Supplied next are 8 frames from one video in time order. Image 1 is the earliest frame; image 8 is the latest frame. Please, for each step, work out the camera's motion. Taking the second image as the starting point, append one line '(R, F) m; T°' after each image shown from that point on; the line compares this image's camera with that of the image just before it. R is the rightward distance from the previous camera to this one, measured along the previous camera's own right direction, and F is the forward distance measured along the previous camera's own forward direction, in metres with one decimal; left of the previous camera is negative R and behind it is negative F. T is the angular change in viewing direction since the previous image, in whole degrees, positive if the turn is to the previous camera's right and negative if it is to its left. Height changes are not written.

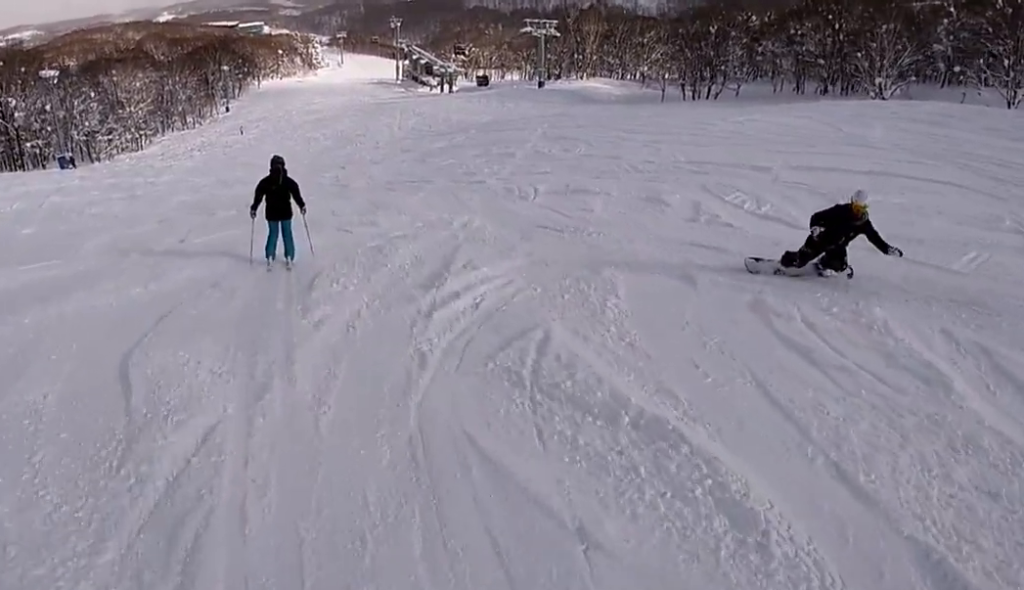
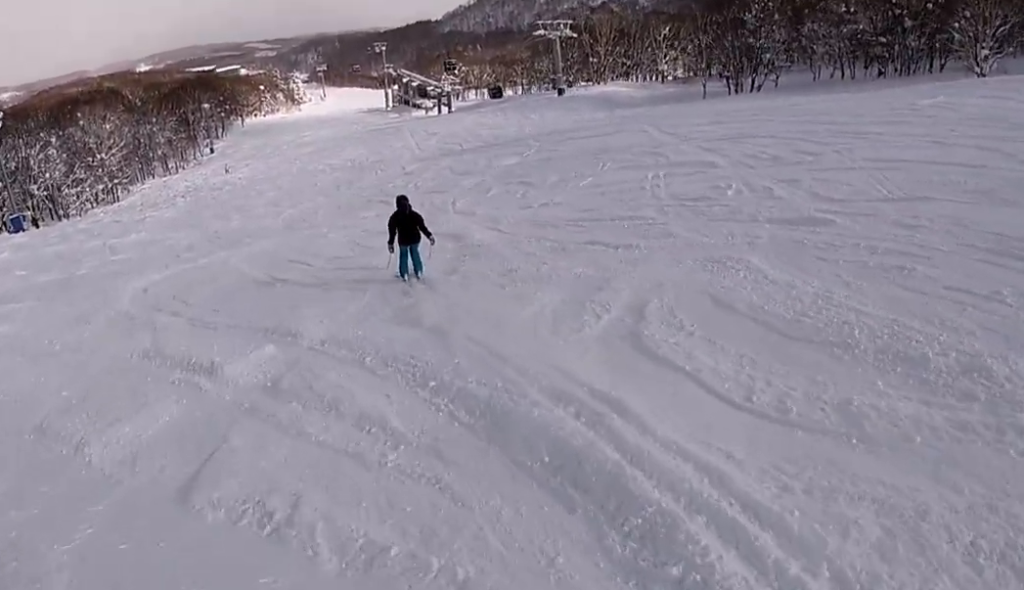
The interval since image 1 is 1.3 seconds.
(+1.2, +13.6) m; 0°
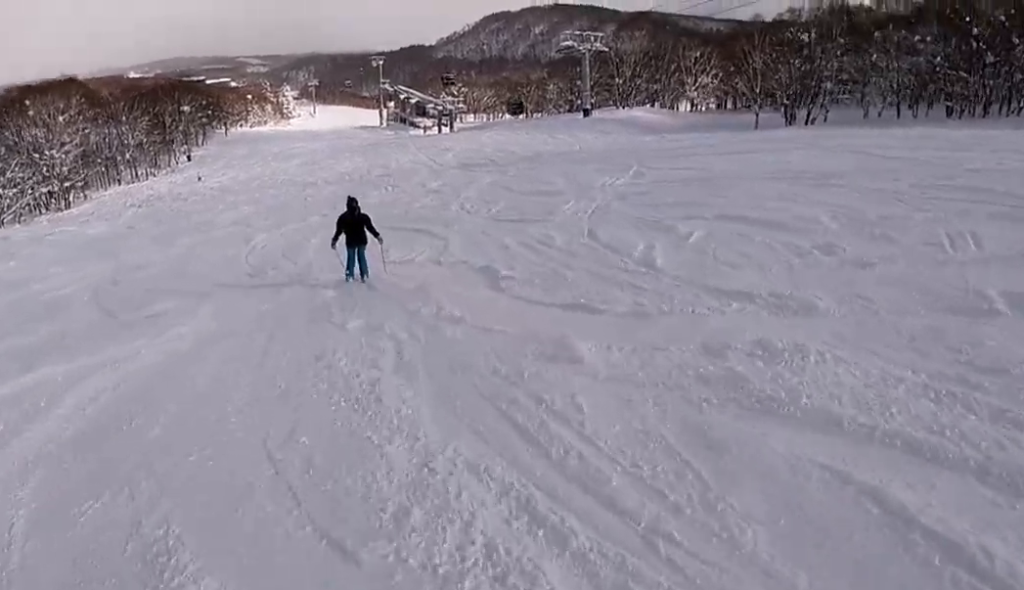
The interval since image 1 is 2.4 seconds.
(-0.9, +13.7) m; -1°
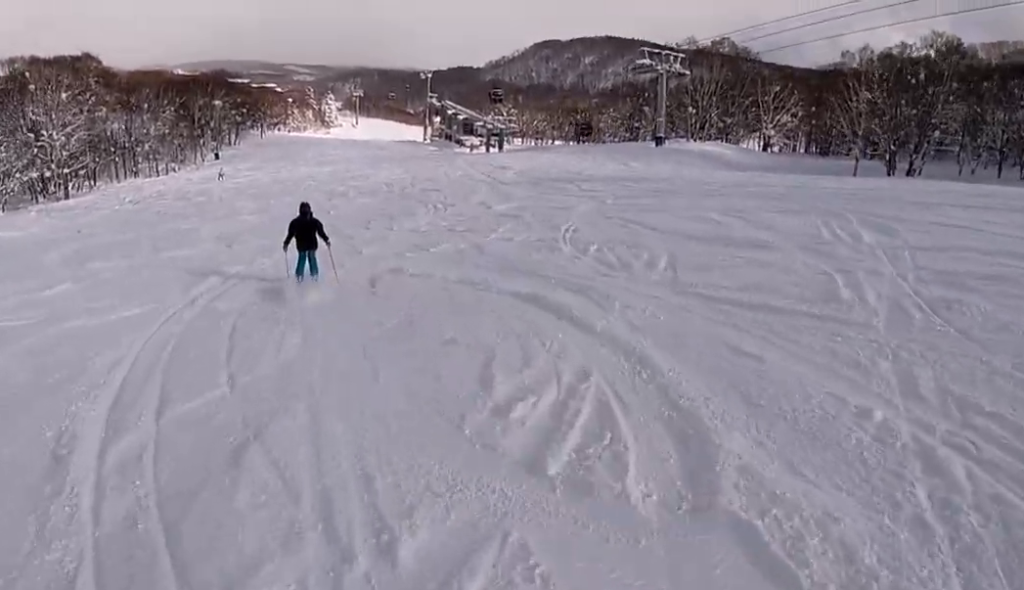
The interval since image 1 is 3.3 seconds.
(+0.3, +10.2) m; +4°
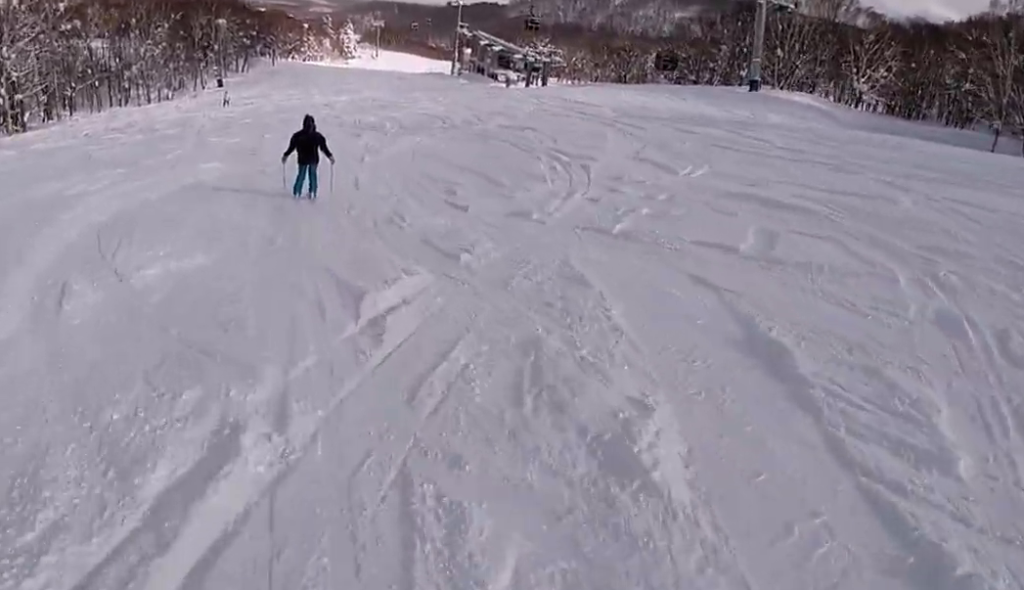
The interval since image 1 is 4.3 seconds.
(+0.6, +13.3) m; -2°
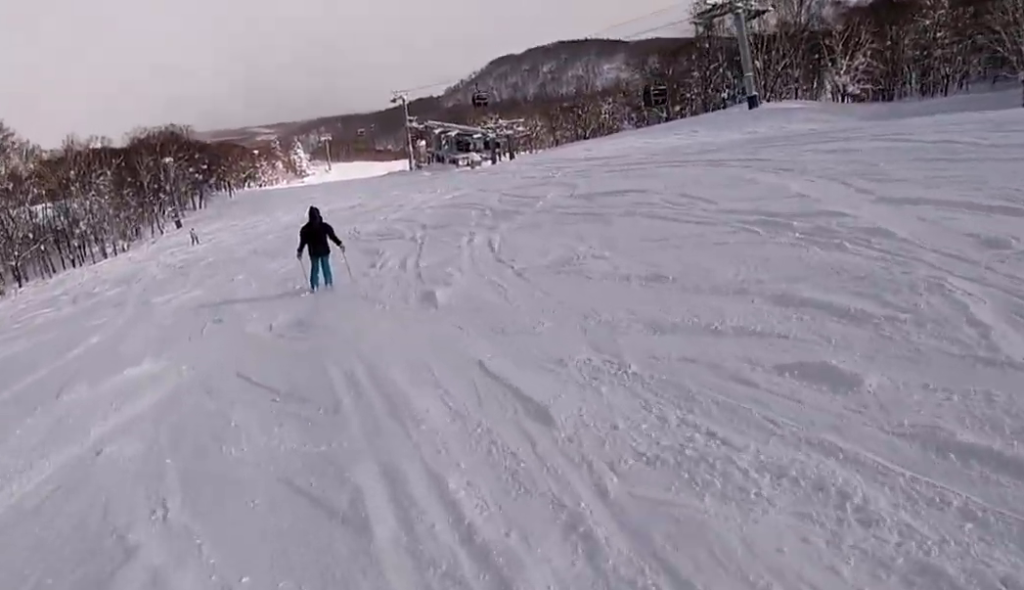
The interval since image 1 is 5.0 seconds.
(-0.6, +9.1) m; -4°
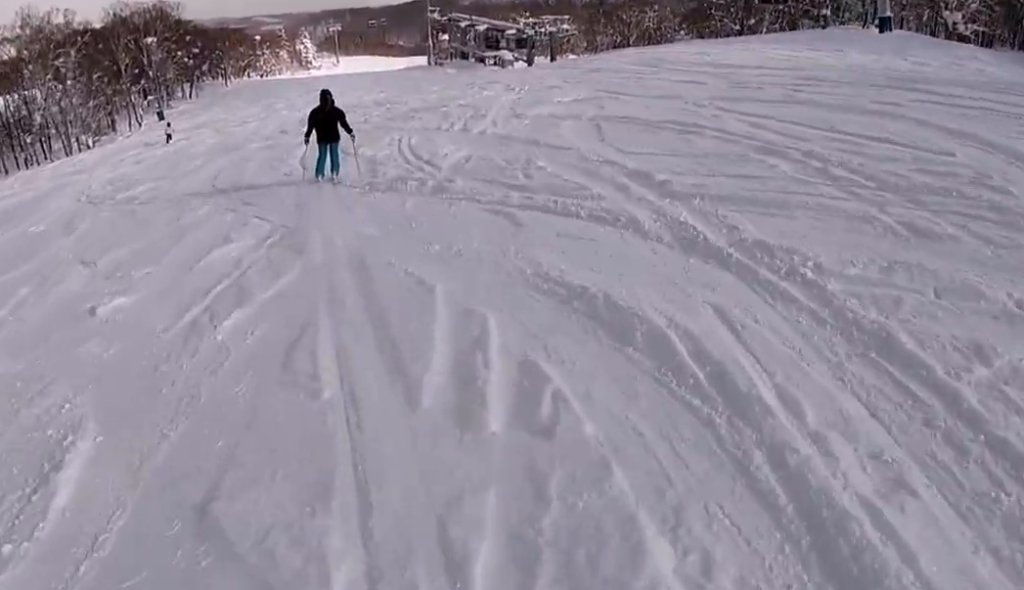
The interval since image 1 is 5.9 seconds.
(0.0, +13.0) m; +6°
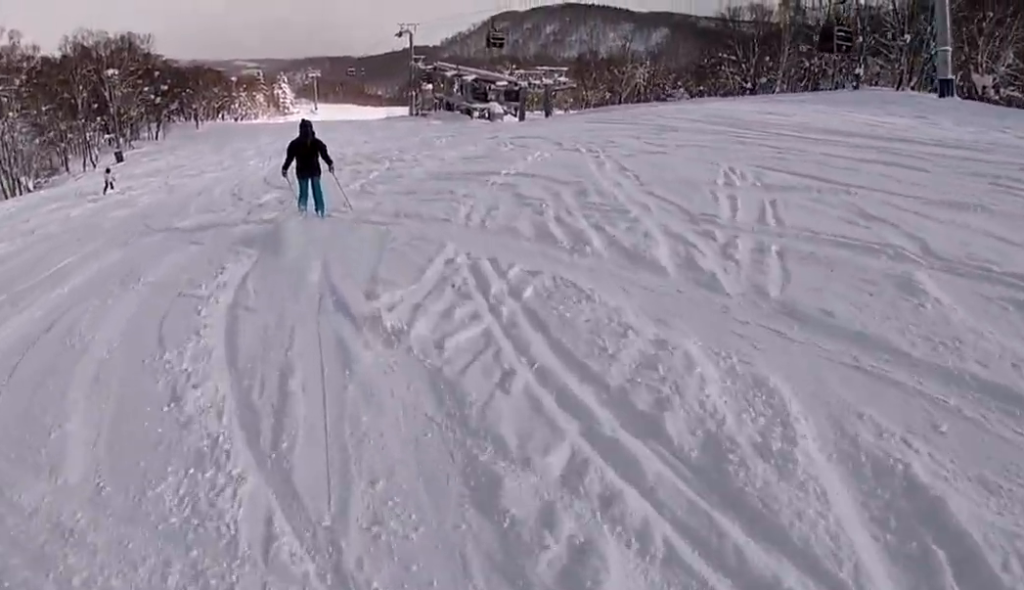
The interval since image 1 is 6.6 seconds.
(+0.9, +9.2) m; +4°
